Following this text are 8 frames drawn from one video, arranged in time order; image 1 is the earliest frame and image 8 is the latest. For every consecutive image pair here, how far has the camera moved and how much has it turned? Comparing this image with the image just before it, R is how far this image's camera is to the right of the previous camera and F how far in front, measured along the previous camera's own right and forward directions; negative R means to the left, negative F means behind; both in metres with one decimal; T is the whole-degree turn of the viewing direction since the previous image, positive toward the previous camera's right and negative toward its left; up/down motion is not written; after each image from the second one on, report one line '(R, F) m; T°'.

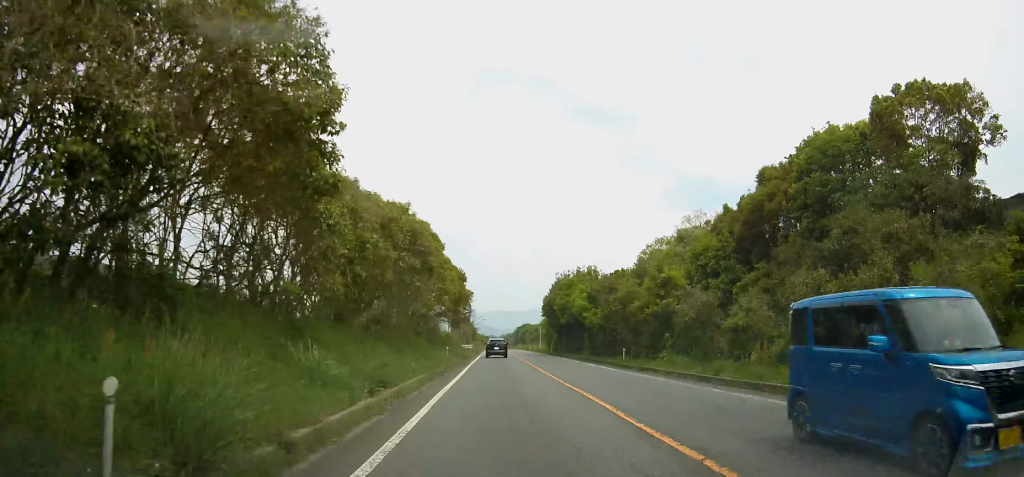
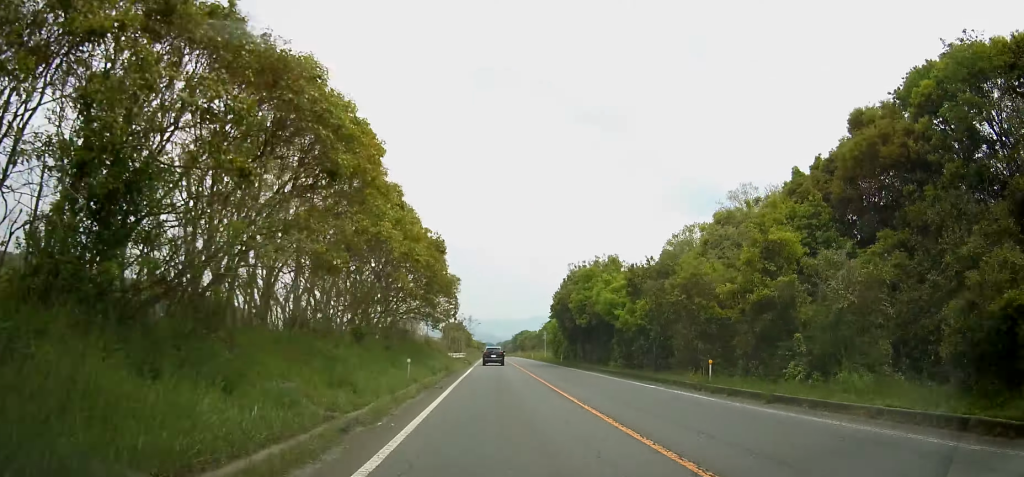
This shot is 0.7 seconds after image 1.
(0.0, +13.2) m; 0°
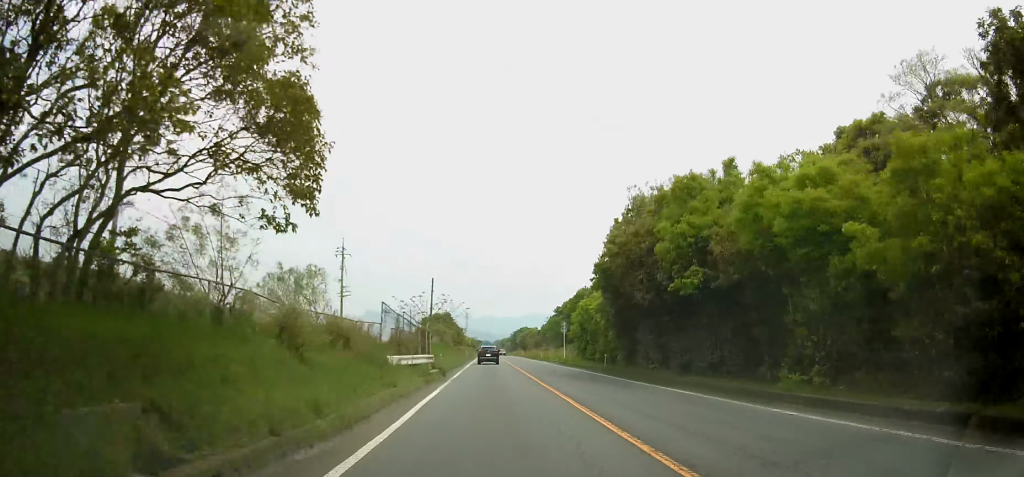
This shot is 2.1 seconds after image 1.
(+0.1, +24.1) m; 0°
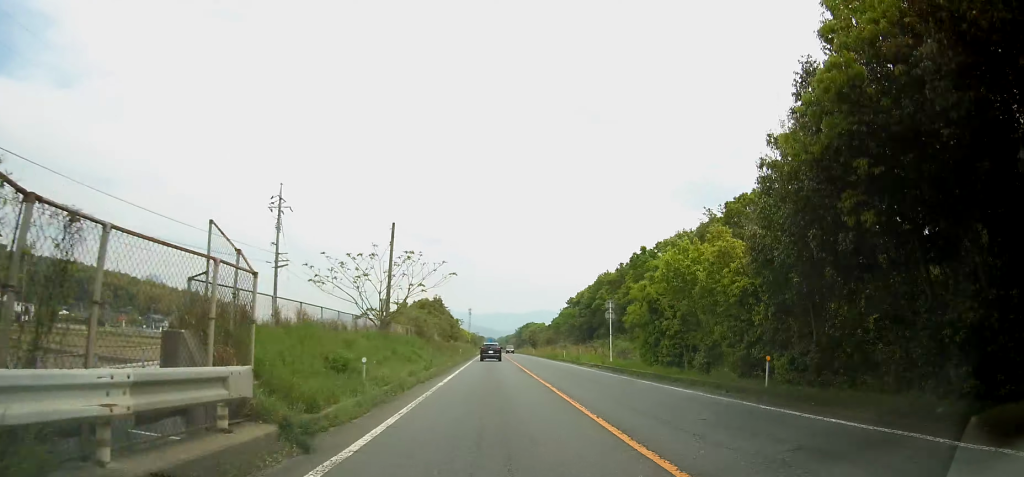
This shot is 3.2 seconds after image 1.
(+0.1, +20.5) m; 0°
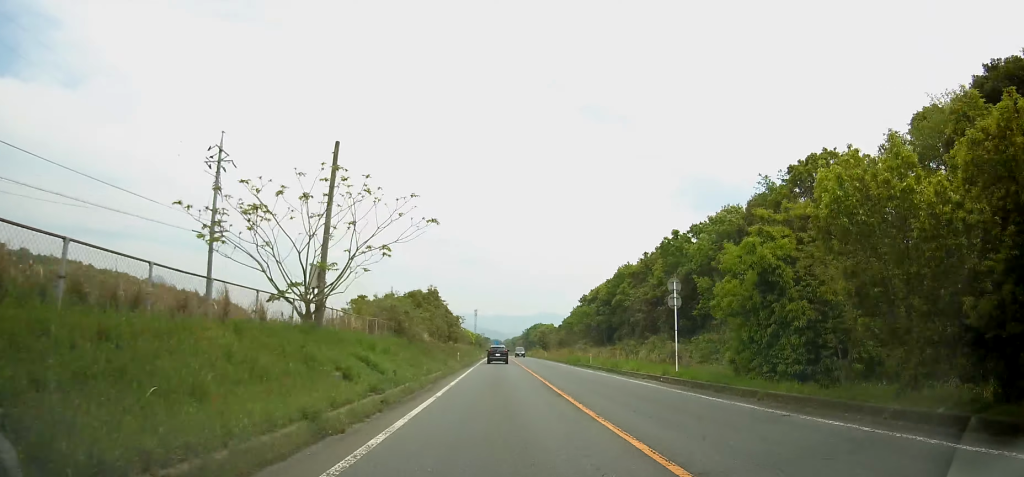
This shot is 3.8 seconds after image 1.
(0.0, +11.5) m; 0°
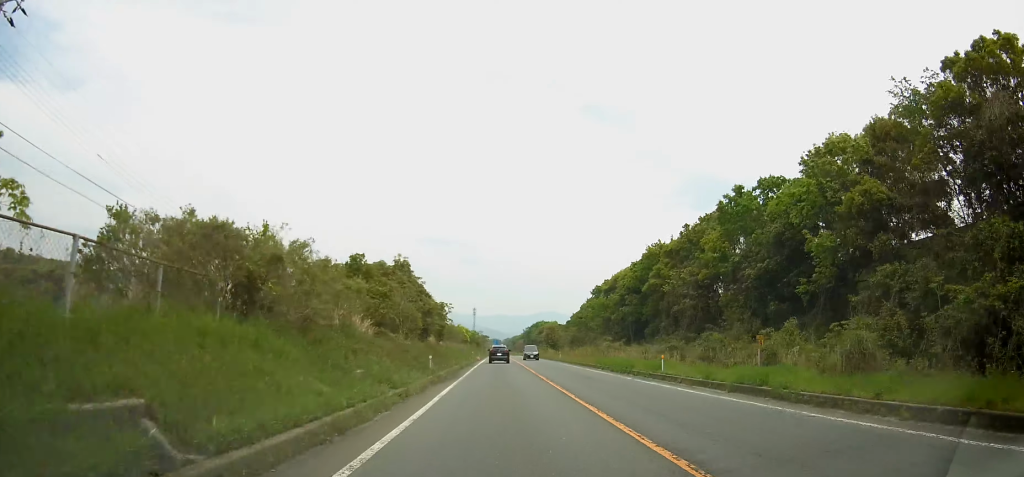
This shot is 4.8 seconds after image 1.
(-0.2, +18.1) m; -1°
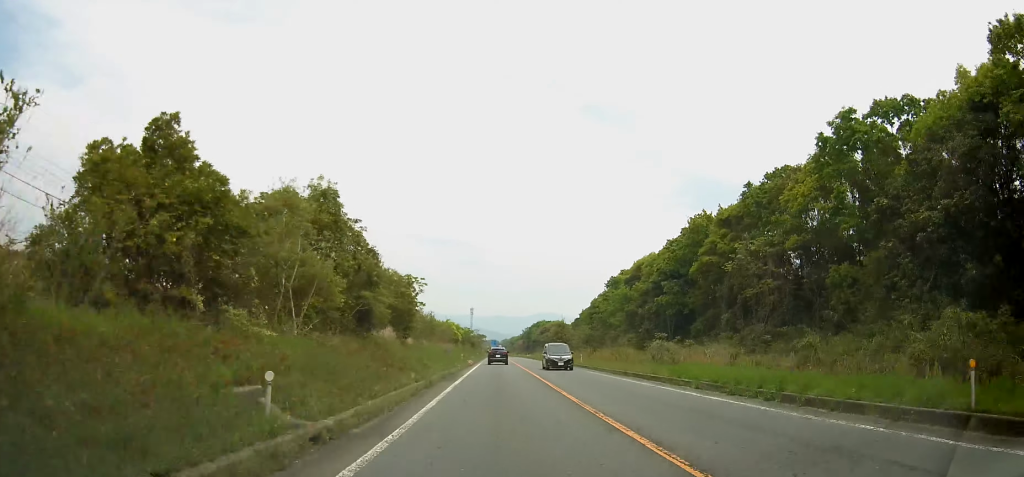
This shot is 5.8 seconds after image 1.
(0.0, +16.9) m; 0°
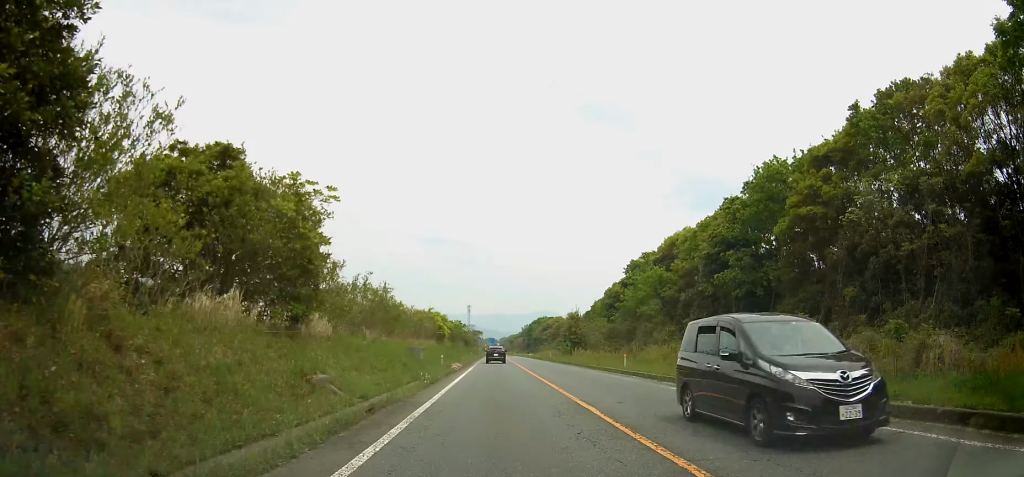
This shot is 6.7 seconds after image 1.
(0.0, +16.3) m; 0°
